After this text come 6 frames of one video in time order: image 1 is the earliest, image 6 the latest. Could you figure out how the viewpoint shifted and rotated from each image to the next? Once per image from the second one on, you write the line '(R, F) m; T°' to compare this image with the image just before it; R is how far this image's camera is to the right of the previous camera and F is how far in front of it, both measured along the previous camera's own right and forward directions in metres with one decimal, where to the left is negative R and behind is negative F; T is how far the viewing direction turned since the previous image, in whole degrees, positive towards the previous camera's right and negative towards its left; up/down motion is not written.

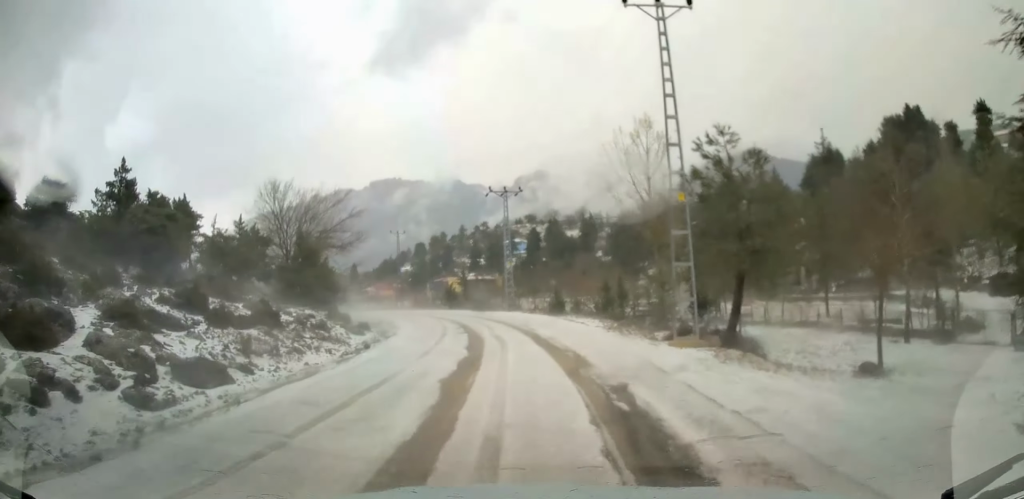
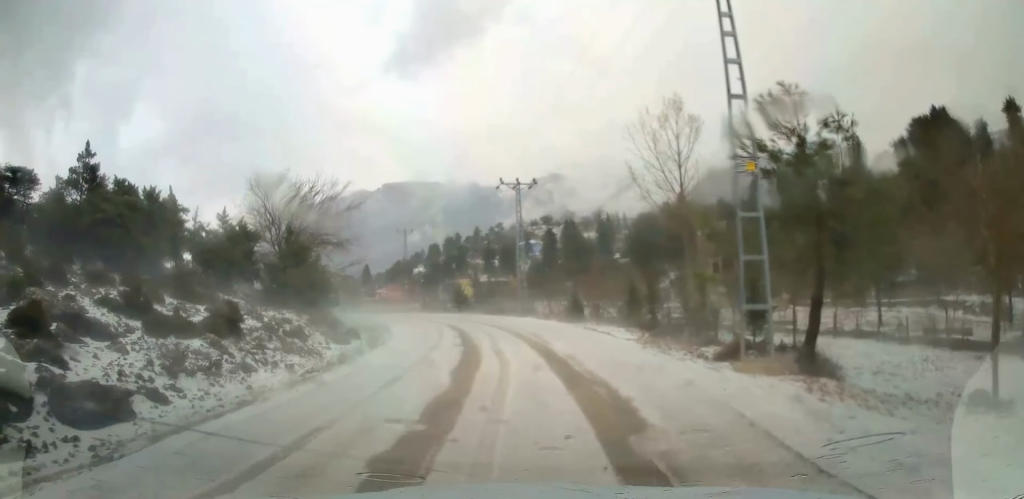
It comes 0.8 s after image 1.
(-0.1, +4.6) m; 0°
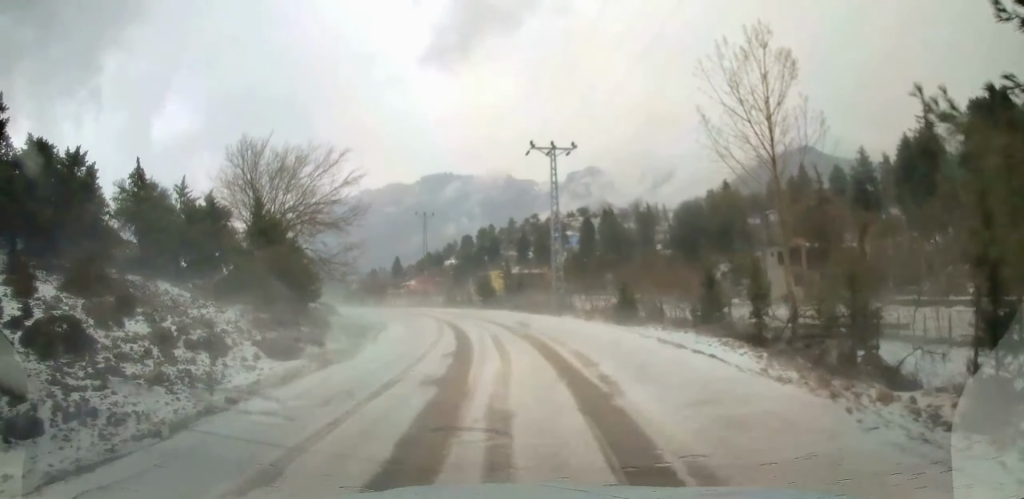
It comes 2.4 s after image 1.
(0.0, +9.2) m; -1°
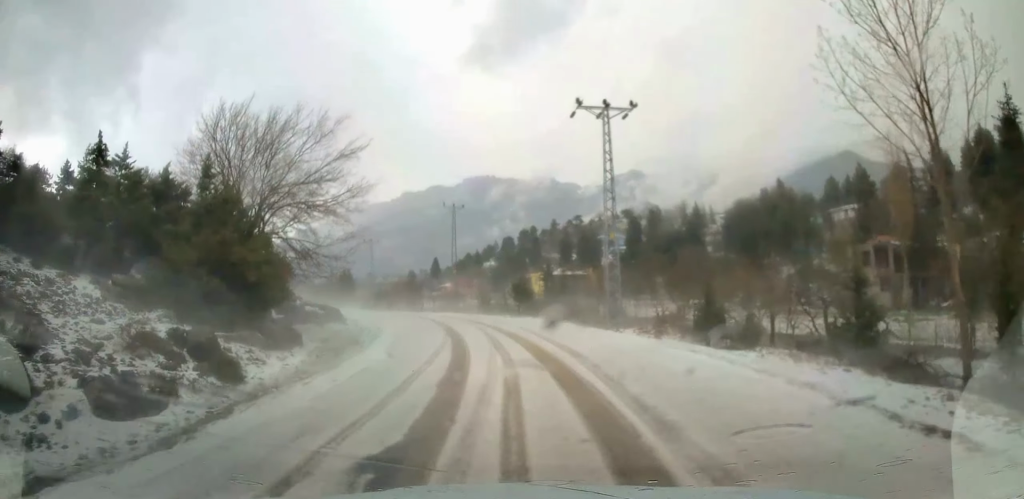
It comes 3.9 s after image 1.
(-0.3, +8.4) m; -6°
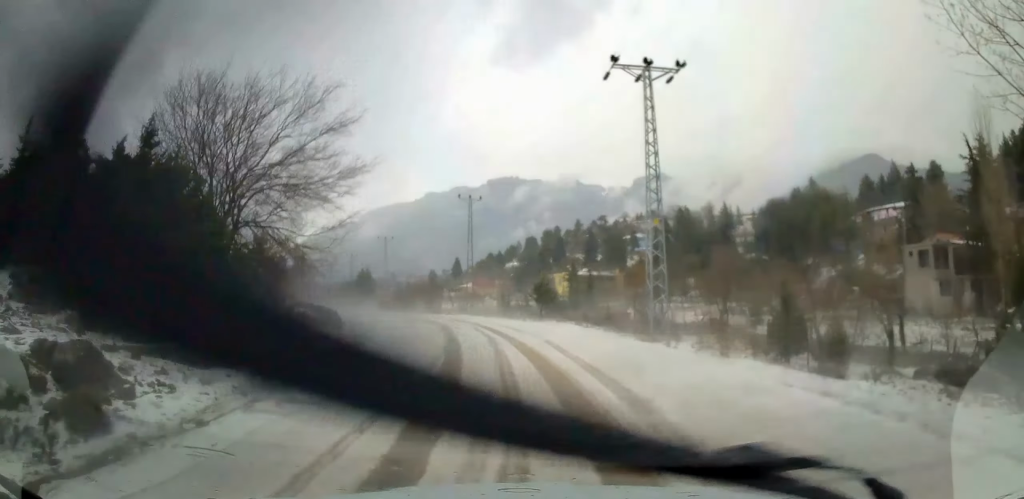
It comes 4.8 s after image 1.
(-0.2, +5.1) m; -2°
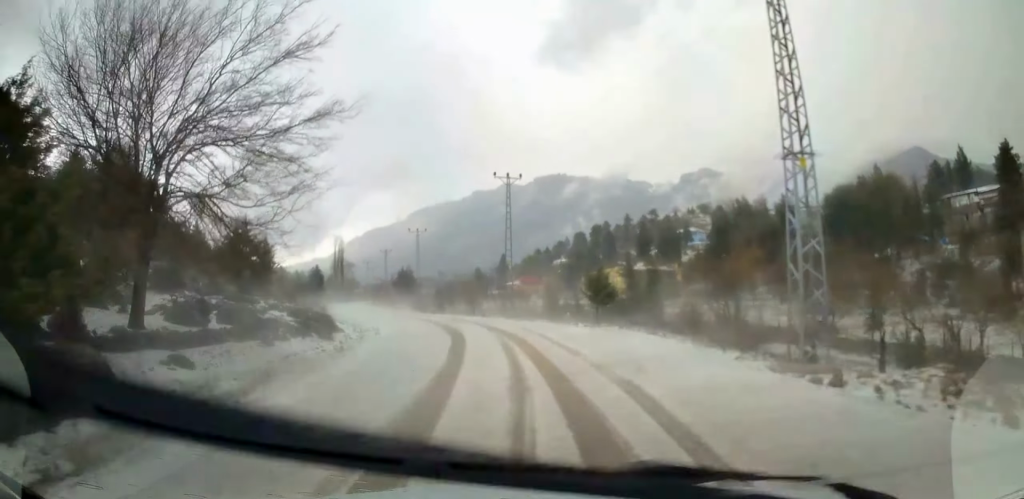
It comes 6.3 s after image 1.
(0.0, +9.0) m; -2°
